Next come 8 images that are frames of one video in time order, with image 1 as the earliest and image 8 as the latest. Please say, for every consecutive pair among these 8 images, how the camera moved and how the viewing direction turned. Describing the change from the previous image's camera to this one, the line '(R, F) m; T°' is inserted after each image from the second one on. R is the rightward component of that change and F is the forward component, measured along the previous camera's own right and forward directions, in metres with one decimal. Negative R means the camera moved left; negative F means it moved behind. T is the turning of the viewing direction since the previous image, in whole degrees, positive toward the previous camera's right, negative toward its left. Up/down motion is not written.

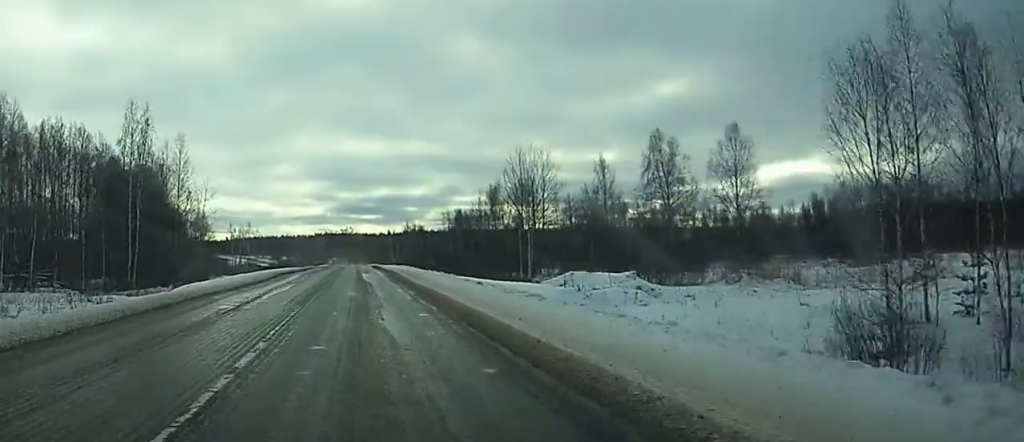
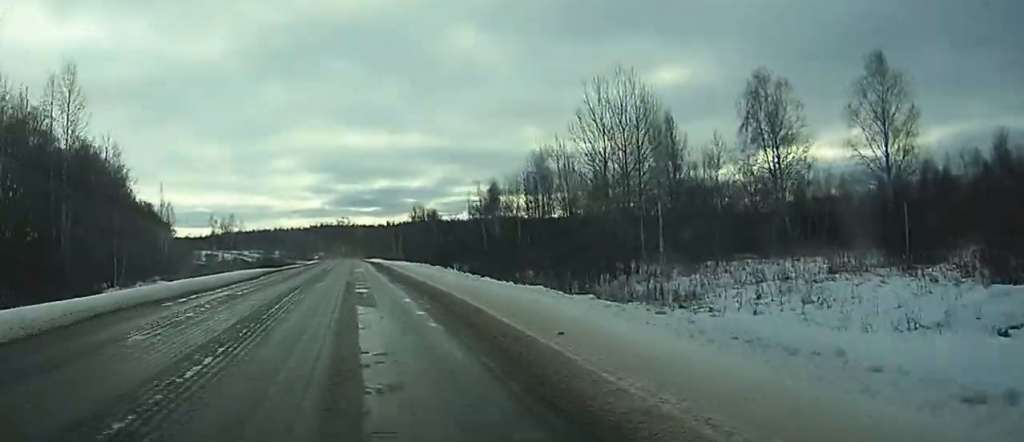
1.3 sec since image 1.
(+0.1, +36.3) m; 0°
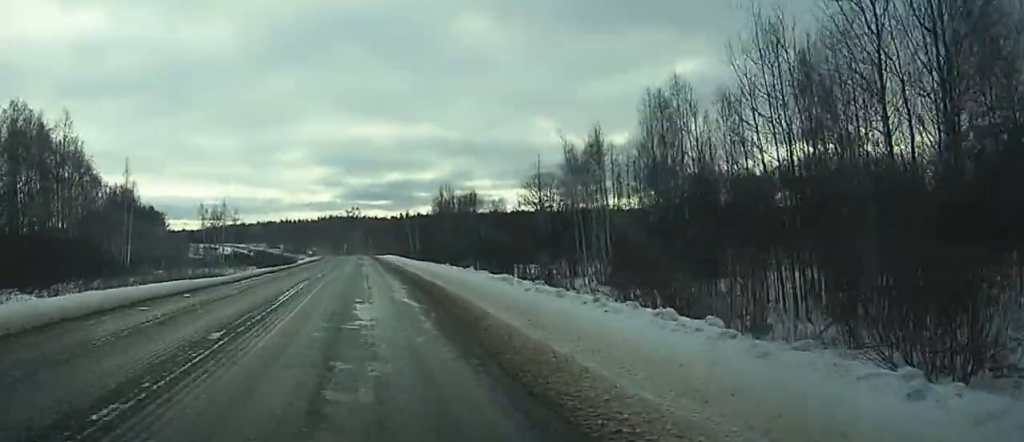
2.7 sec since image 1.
(-0.1, +34.2) m; 0°
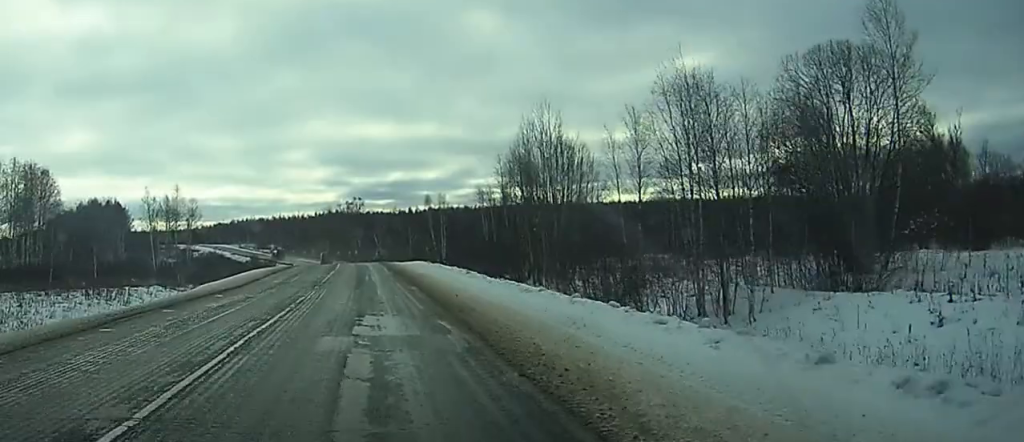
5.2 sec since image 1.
(+0.4, +59.9) m; -1°
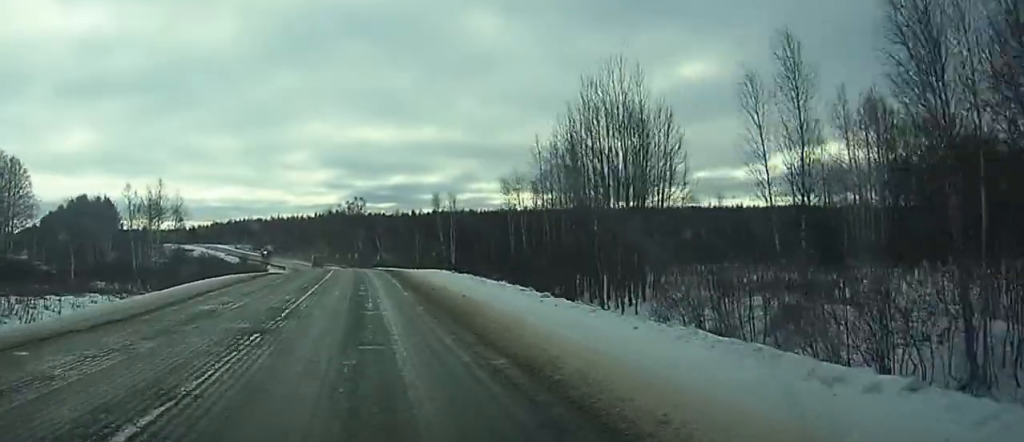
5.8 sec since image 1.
(-0.4, +14.5) m; -1°
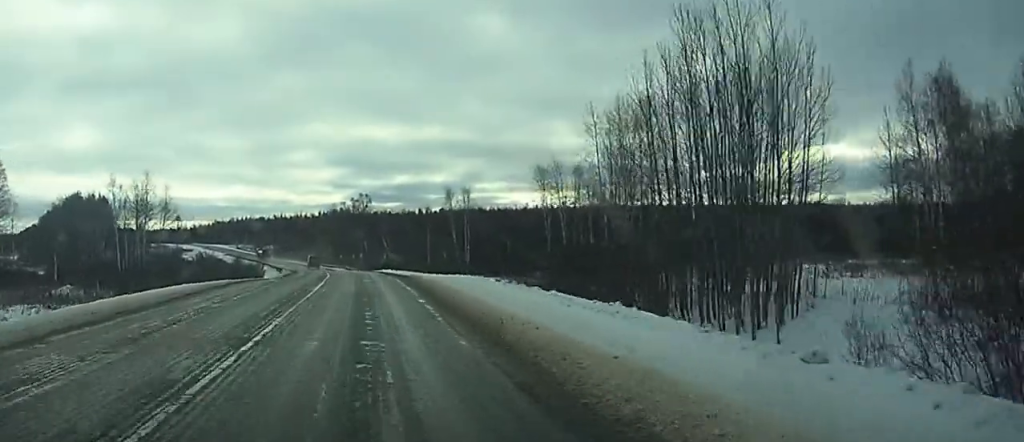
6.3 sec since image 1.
(-0.3, +12.5) m; -1°
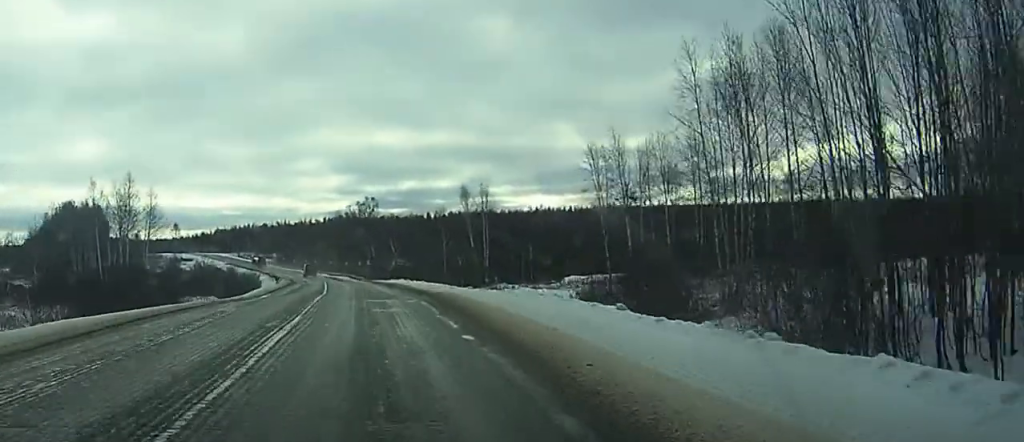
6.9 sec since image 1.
(+0.2, +16.1) m; 0°
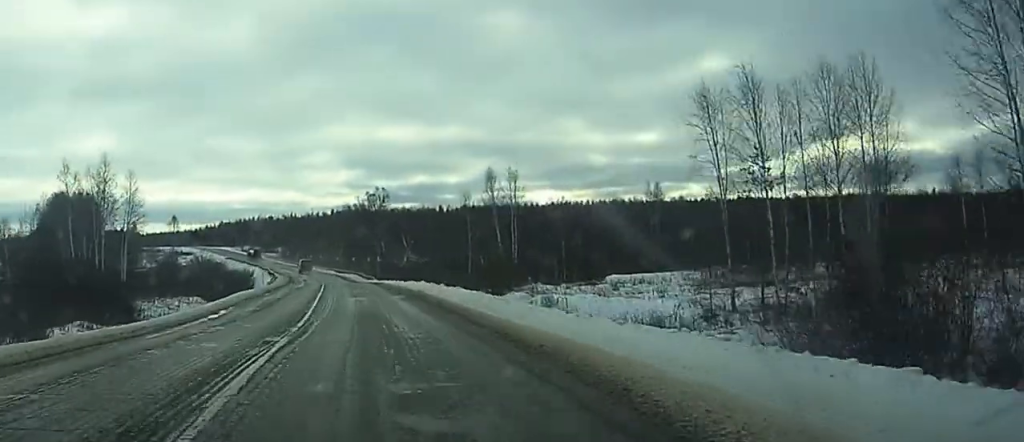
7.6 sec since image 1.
(+0.1, +19.1) m; +3°
